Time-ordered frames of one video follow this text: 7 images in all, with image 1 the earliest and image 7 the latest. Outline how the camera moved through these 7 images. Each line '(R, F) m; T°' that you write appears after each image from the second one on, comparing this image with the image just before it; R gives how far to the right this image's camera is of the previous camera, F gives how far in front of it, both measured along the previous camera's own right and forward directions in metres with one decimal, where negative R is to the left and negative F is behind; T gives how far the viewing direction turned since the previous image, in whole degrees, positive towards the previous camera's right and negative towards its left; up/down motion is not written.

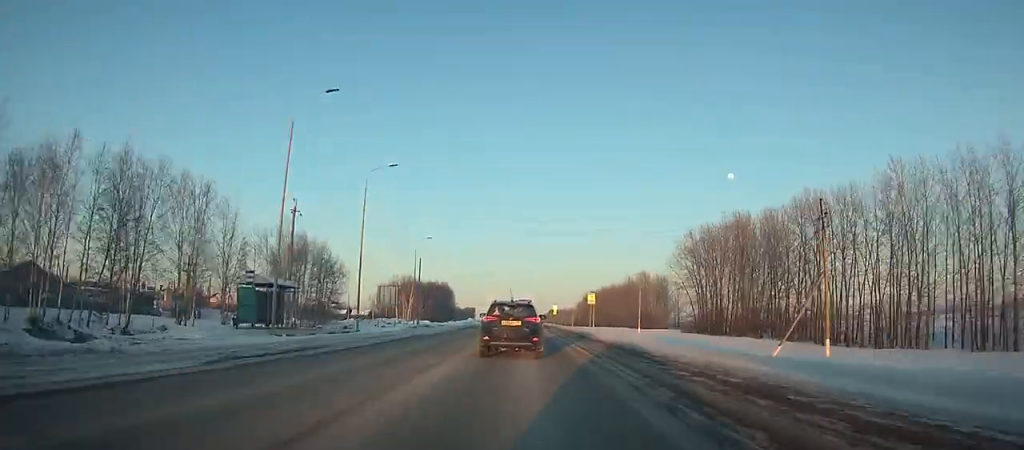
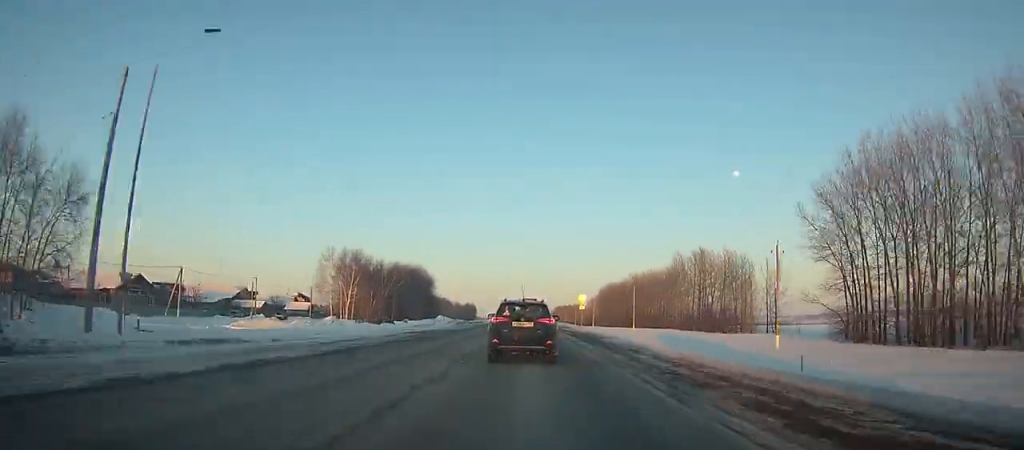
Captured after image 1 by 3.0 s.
(-0.1, +56.9) m; 0°
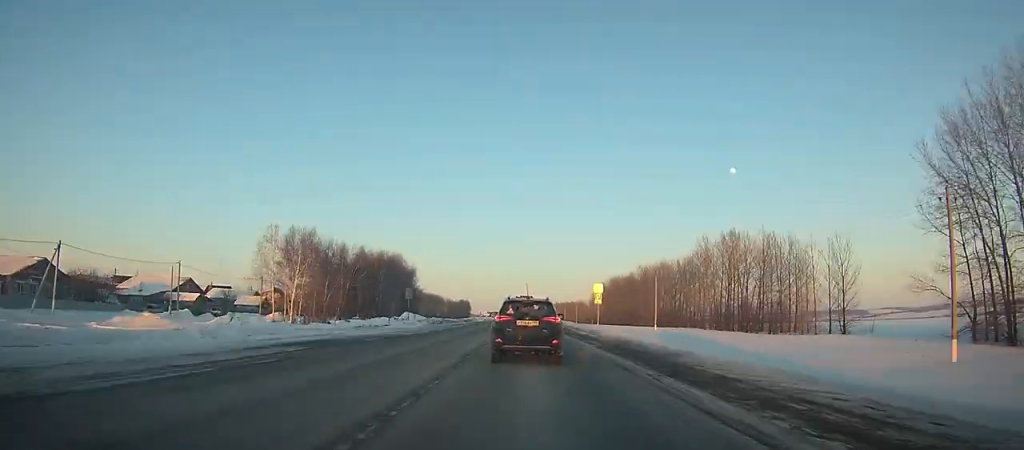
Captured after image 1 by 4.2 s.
(0.0, +22.6) m; 0°
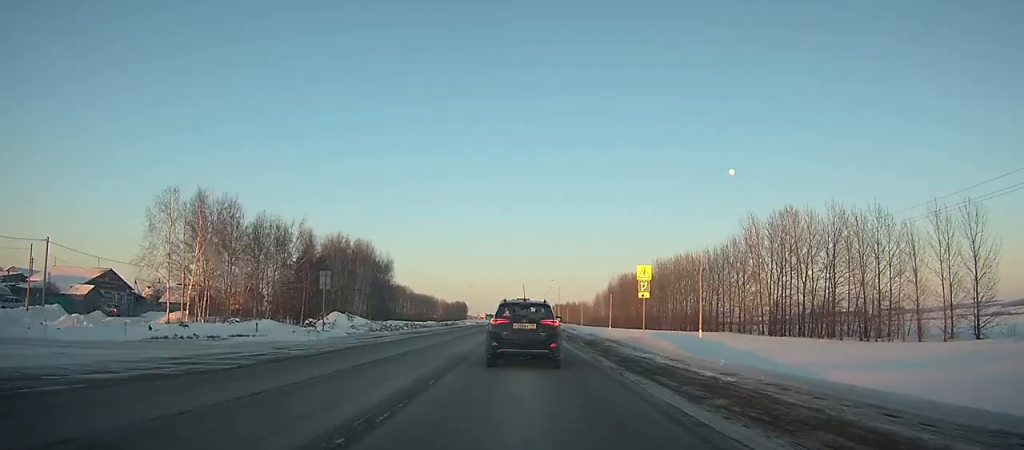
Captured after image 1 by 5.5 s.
(0.0, +24.3) m; 0°
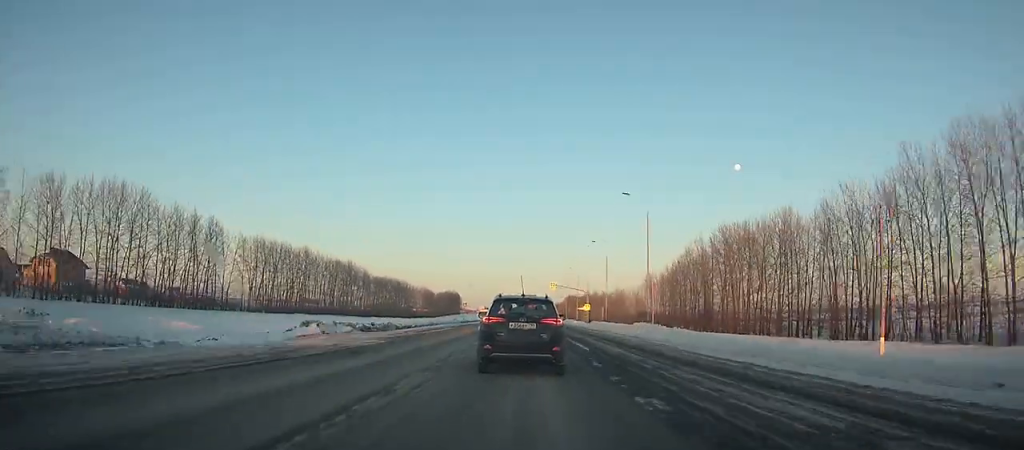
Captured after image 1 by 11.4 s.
(-0.2, +106.8) m; 0°
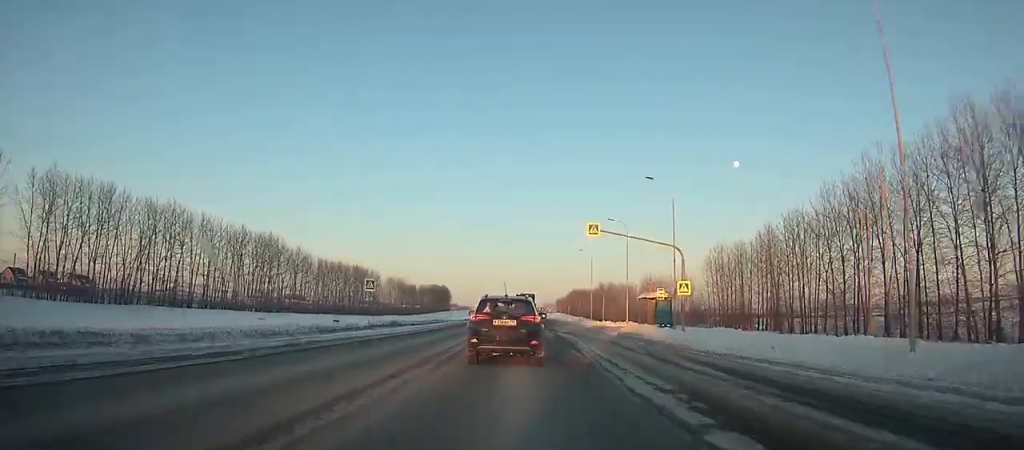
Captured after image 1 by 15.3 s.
(+0.1, +67.2) m; 0°
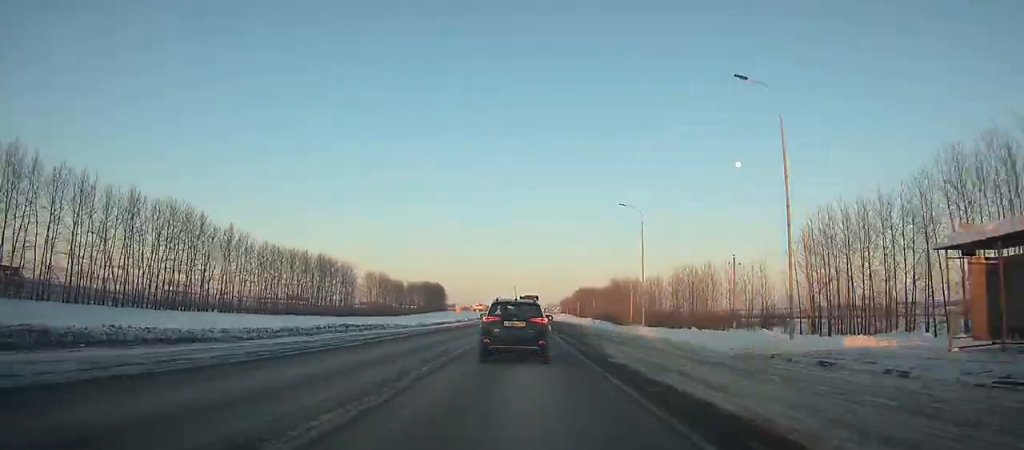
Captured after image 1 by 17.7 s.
(0.0, +40.8) m; 0°
